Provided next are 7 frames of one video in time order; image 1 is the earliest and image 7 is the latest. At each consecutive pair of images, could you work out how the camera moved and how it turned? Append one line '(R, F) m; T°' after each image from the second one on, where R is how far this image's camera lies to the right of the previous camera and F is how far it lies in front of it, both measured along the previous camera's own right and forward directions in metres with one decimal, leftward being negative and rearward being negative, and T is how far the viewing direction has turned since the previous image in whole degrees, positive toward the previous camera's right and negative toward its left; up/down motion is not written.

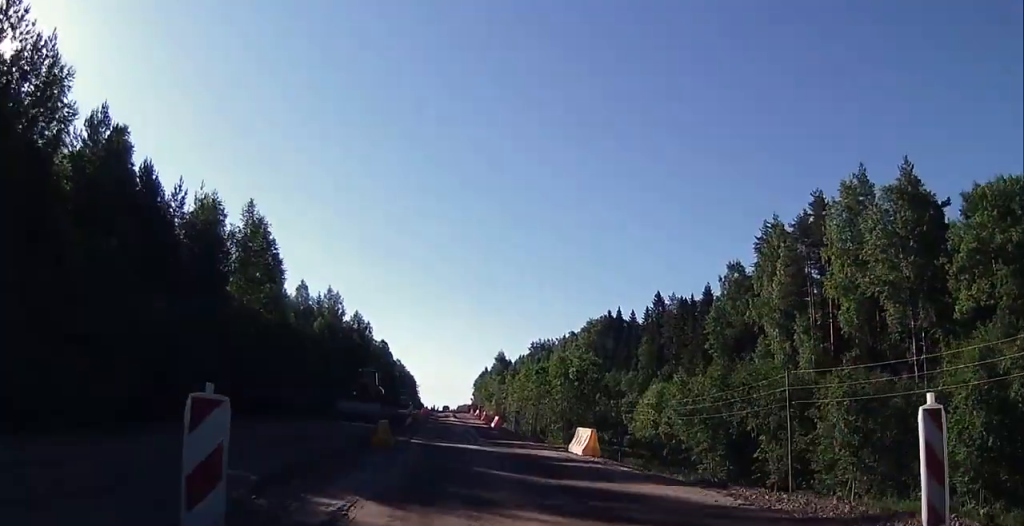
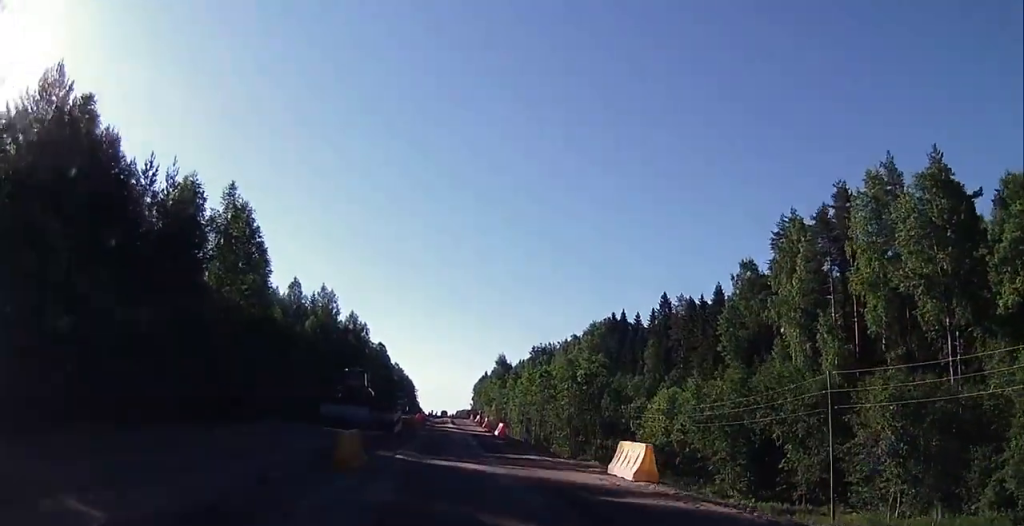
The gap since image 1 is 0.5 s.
(-0.1, +4.9) m; -1°
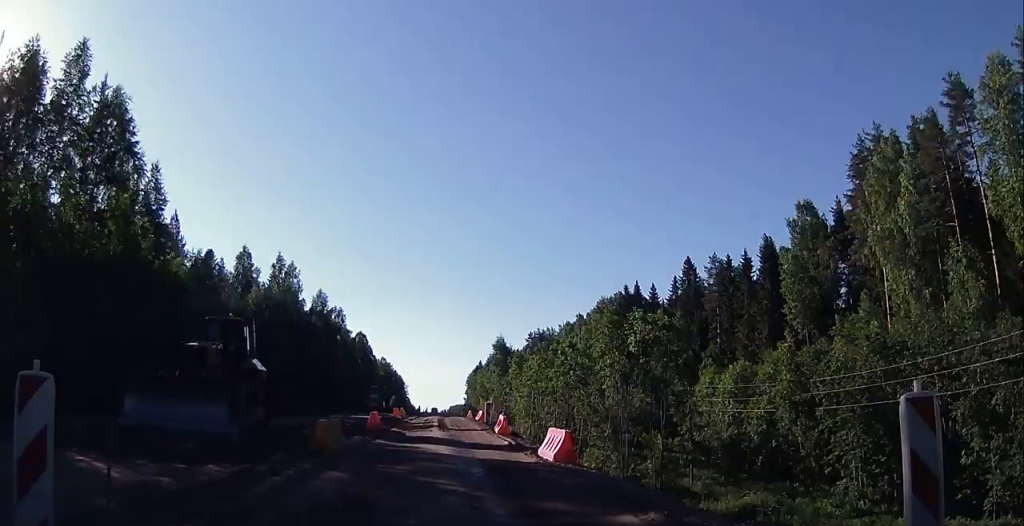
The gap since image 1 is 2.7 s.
(+0.5, +22.1) m; +3°
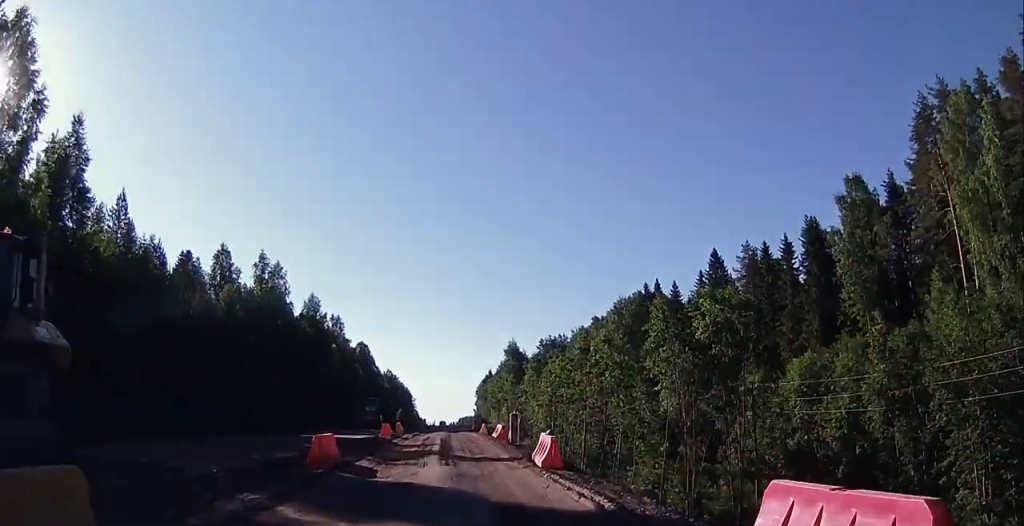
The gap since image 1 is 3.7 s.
(-0.1, +10.8) m; -1°
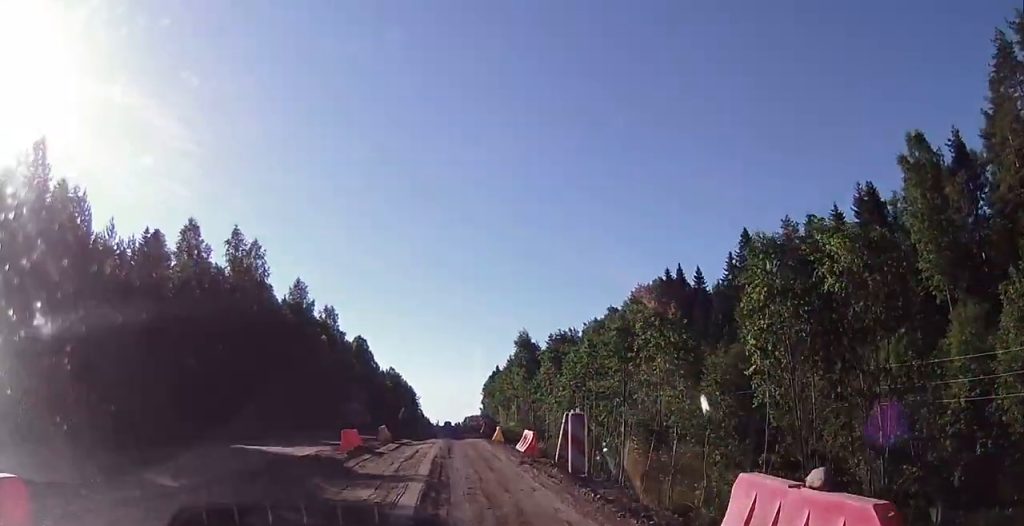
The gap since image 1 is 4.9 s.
(0.0, +12.0) m; -2°
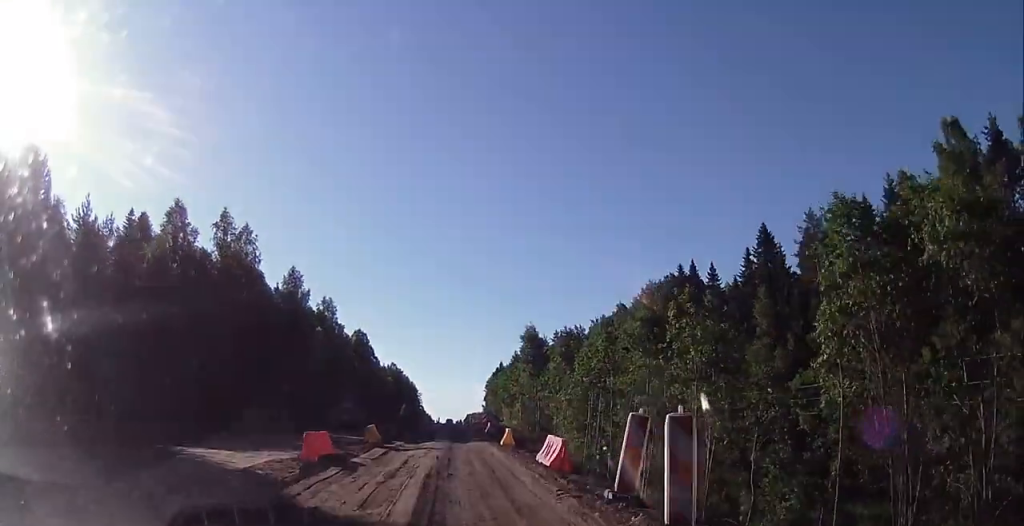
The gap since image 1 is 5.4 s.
(+0.2, +5.2) m; -1°
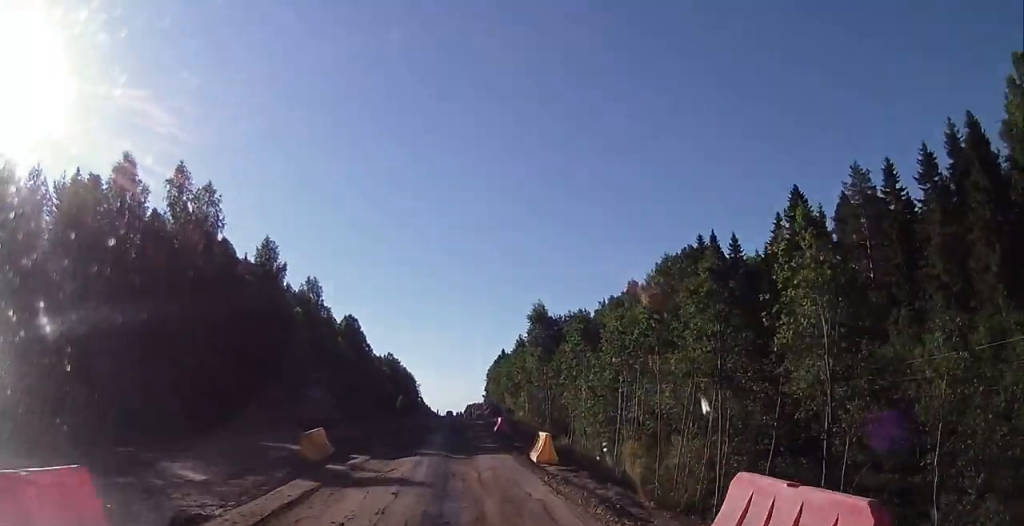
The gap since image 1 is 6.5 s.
(-0.8, +11.0) m; -1°
